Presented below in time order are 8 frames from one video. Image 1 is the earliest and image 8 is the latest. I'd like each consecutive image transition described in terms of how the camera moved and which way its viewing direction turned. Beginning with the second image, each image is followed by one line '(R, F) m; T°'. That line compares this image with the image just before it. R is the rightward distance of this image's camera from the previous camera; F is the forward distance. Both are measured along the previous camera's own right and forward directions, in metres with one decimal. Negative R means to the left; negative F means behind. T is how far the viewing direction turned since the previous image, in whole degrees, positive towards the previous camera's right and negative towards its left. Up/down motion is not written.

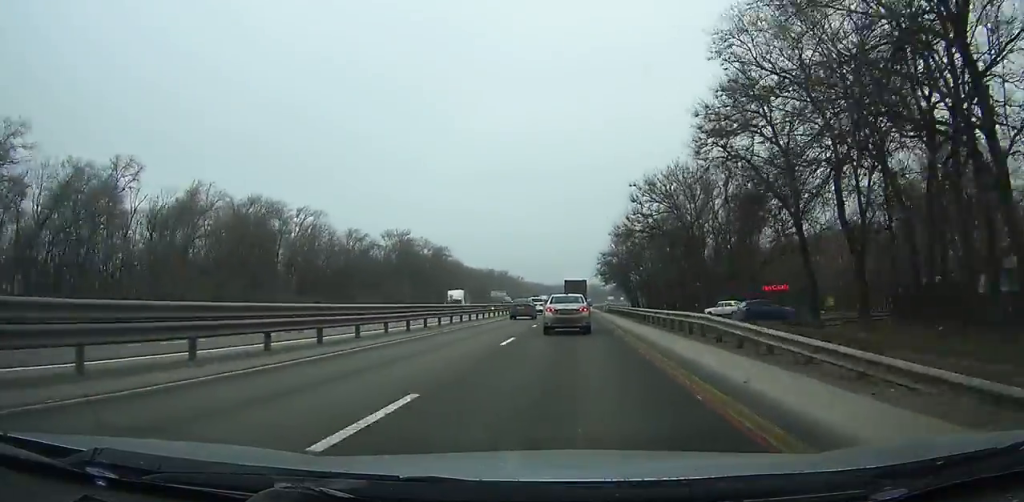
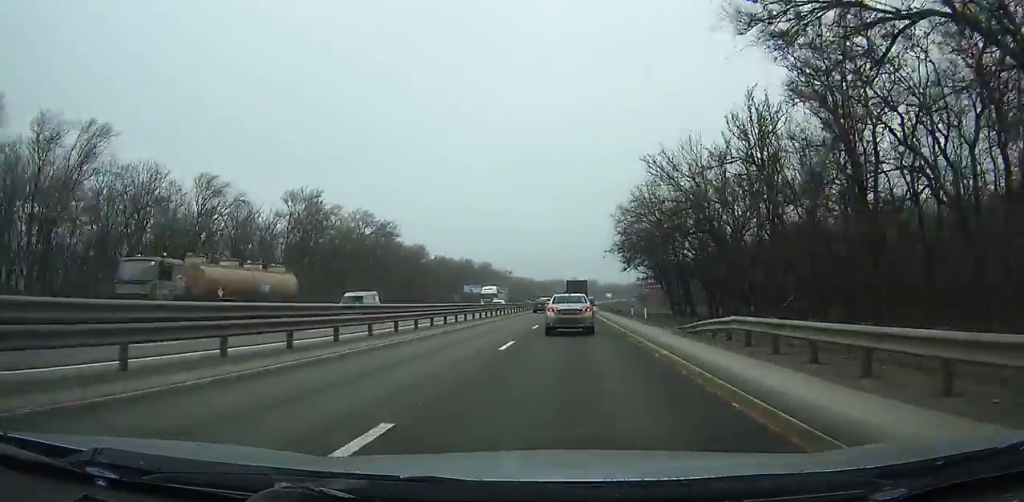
(-0.1, +50.3) m; 0°
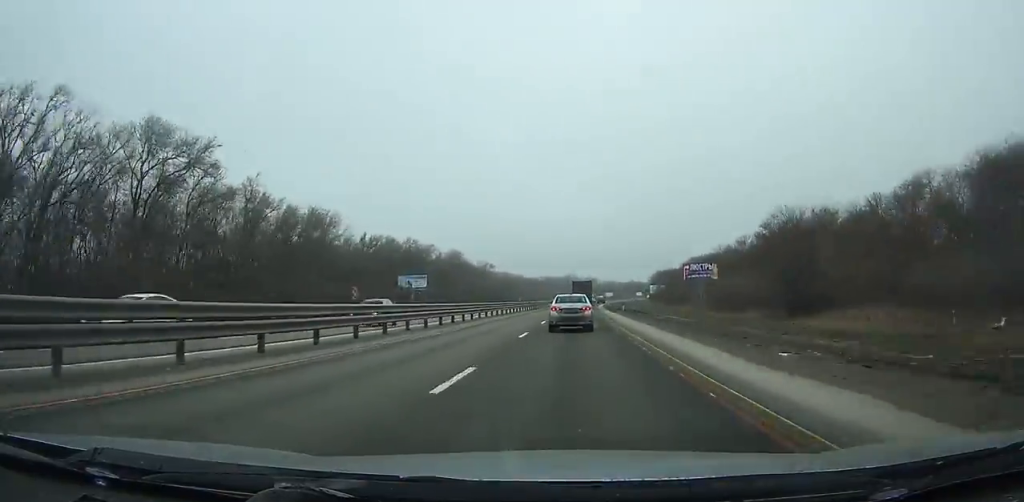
(+0.8, +68.2) m; +1°
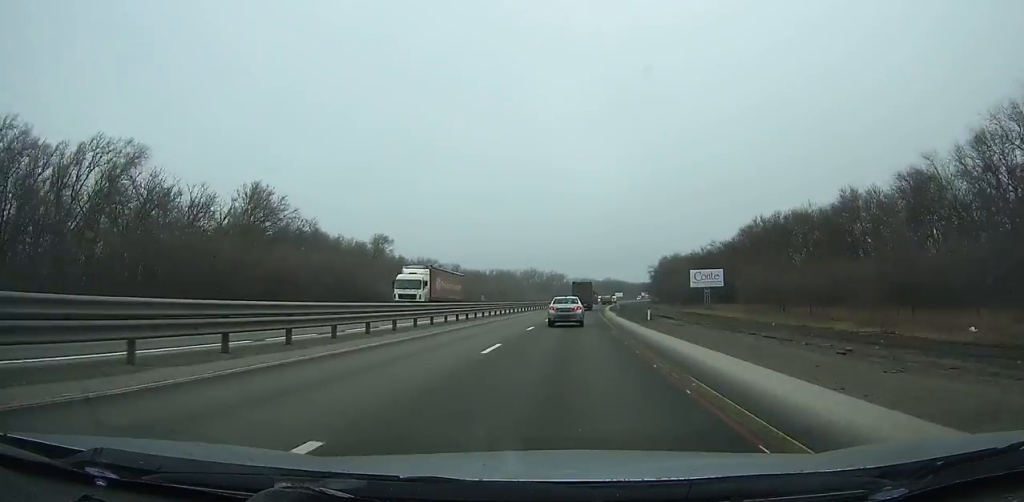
(+2.5, +125.8) m; +3°
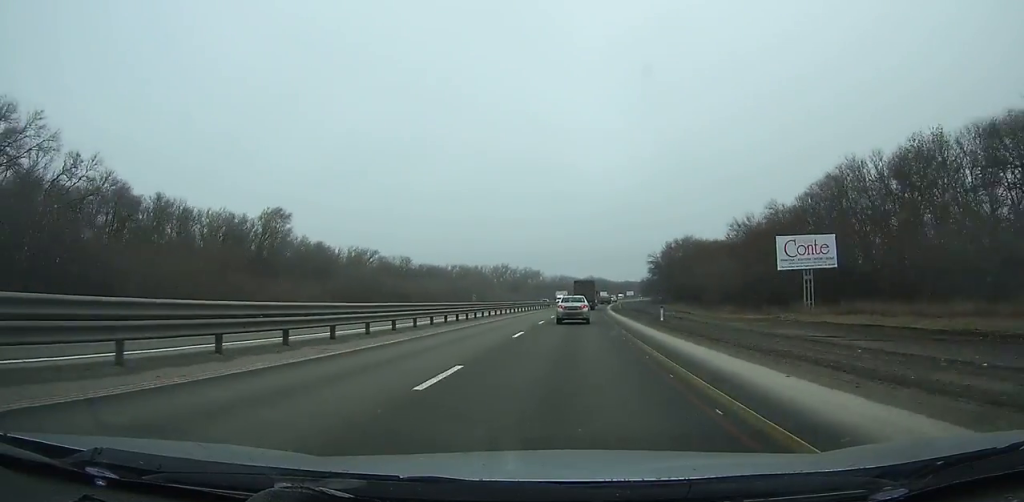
(+0.7, +53.8) m; +2°
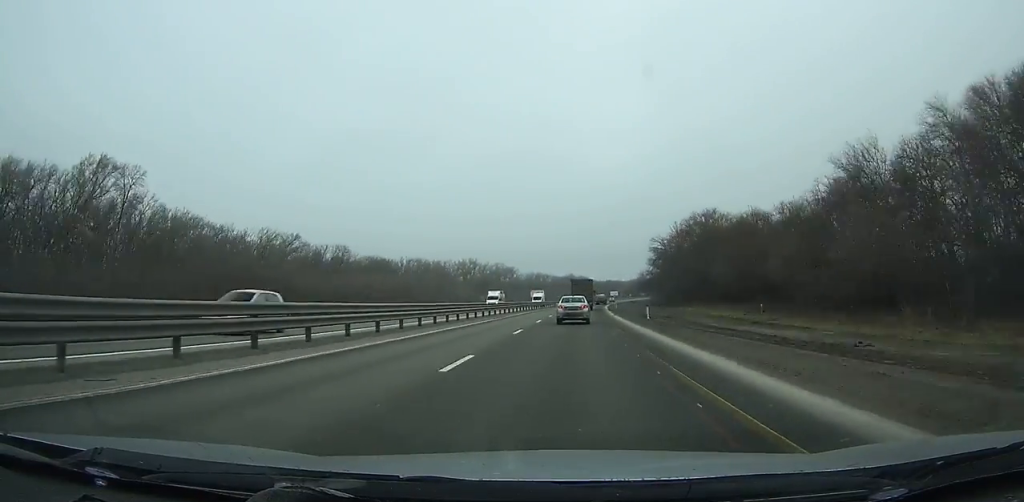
(+0.8, +45.3) m; +2°
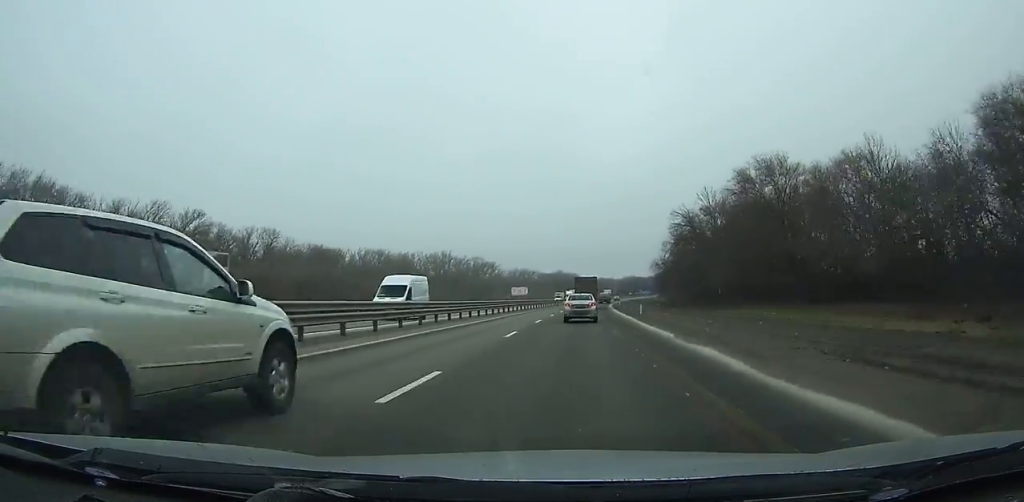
(+0.7, +38.4) m; +2°
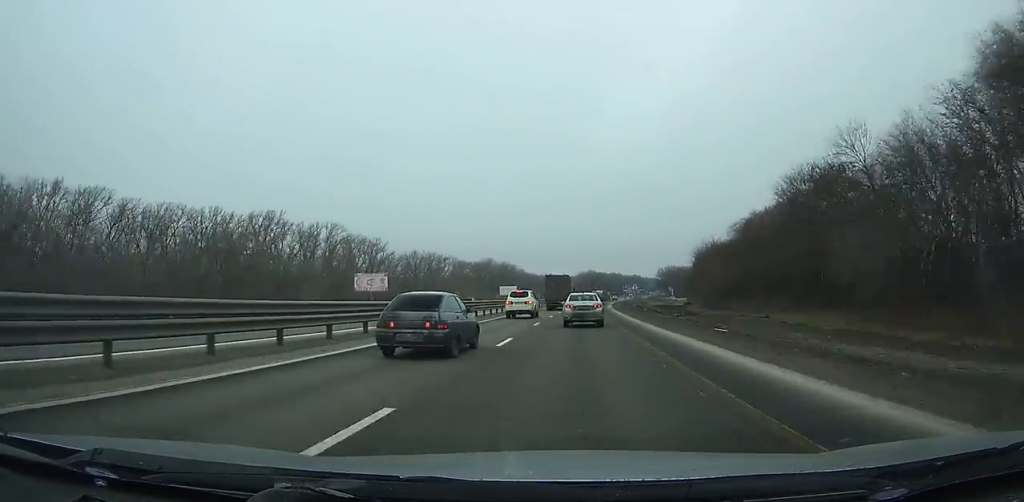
(+5.7, +120.6) m; +6°
